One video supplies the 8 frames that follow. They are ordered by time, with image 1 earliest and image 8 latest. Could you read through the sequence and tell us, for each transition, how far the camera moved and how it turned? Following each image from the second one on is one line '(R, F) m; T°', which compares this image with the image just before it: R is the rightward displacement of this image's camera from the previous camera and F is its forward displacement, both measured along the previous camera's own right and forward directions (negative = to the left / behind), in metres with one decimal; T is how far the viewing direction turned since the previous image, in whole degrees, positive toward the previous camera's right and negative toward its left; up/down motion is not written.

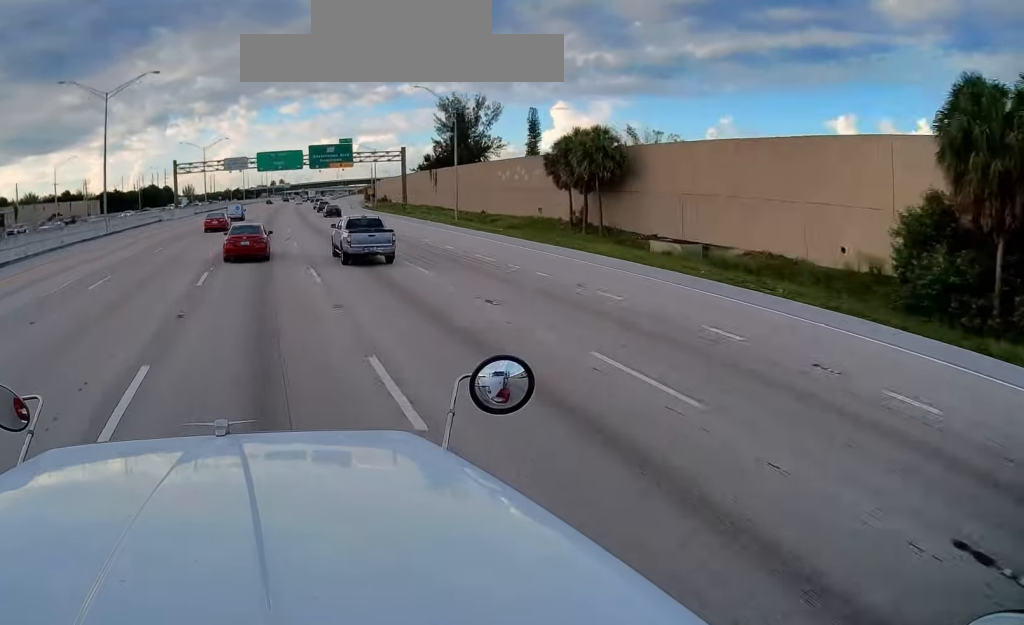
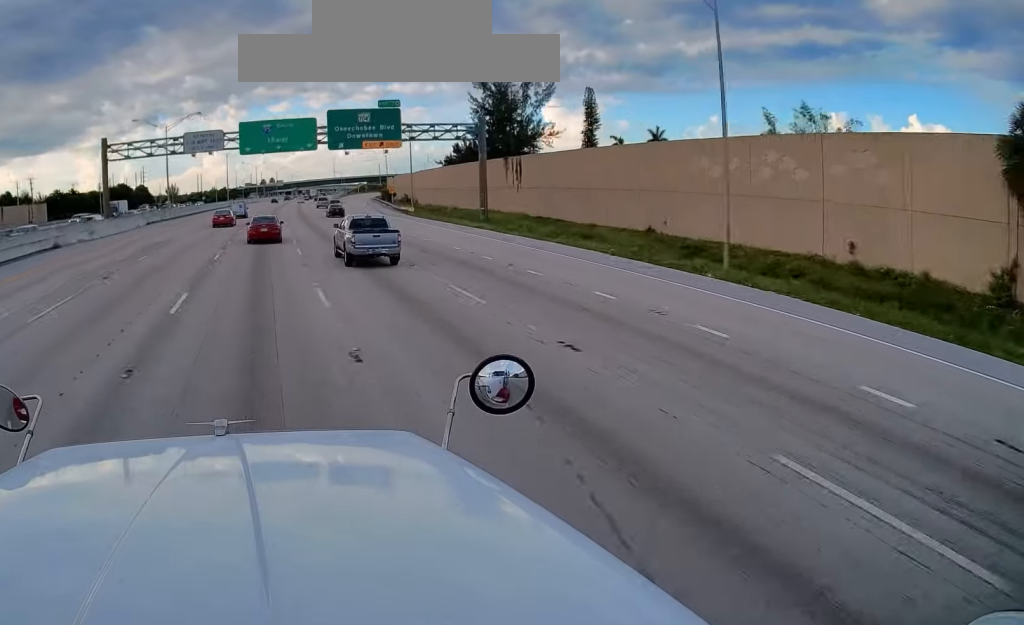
(+0.5, +40.6) m; +1°
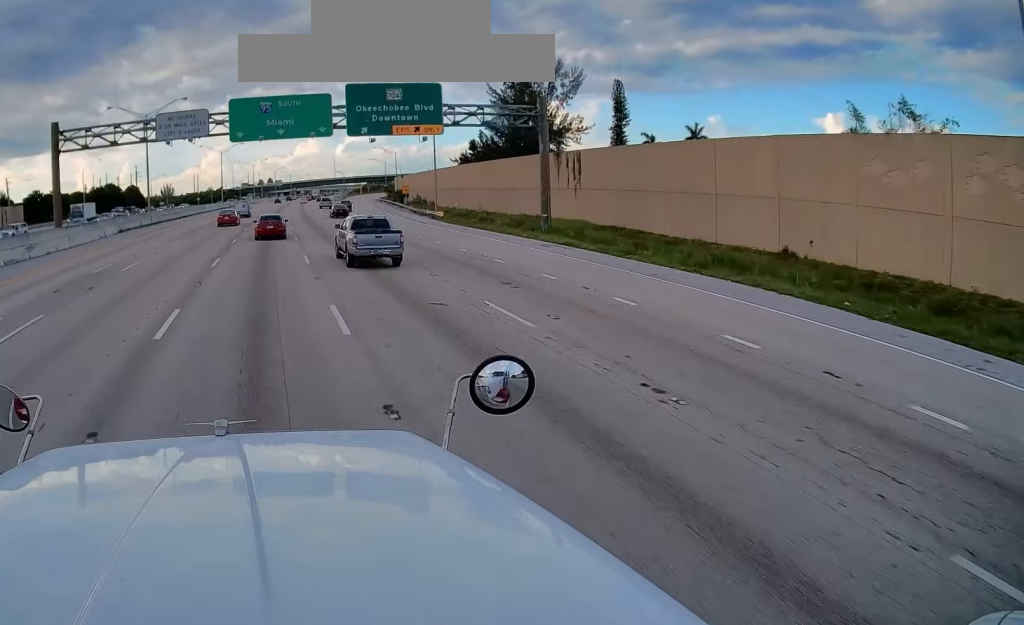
(-0.2, +15.9) m; 0°
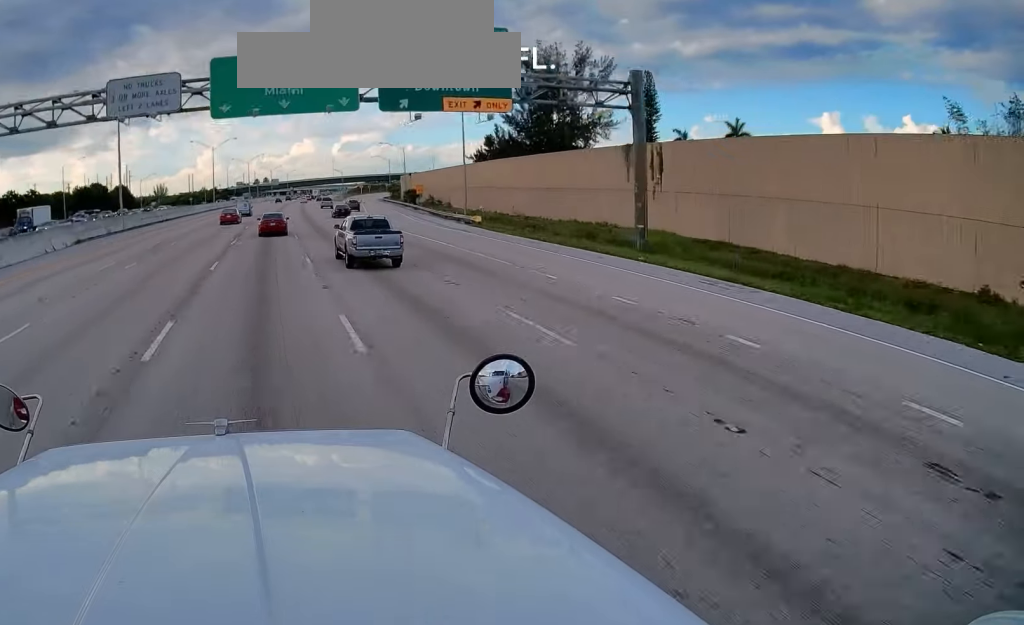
(+0.3, +13.8) m; 0°
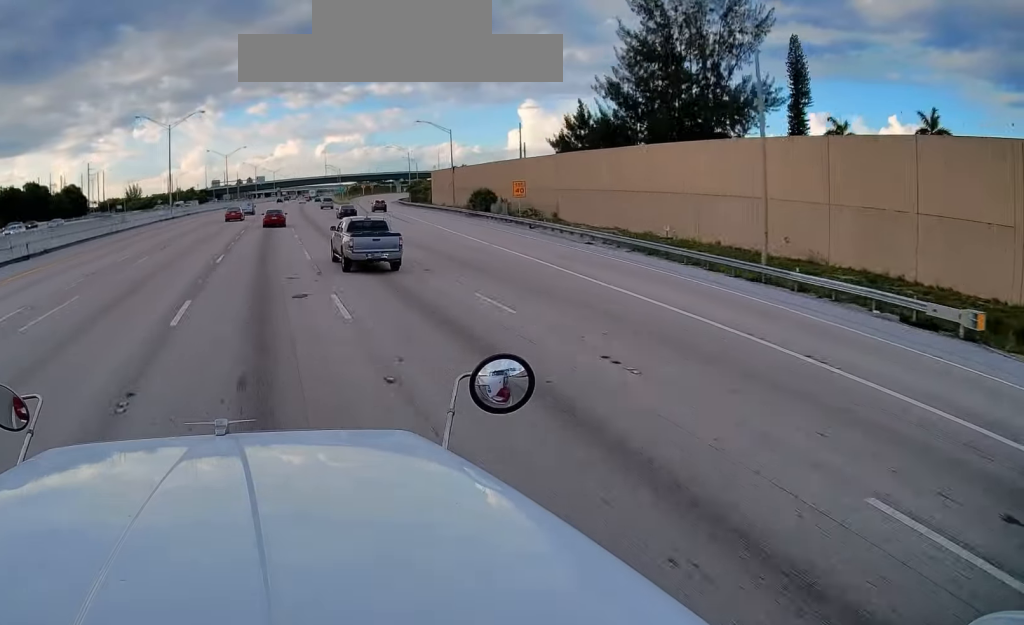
(0.0, +46.1) m; +1°
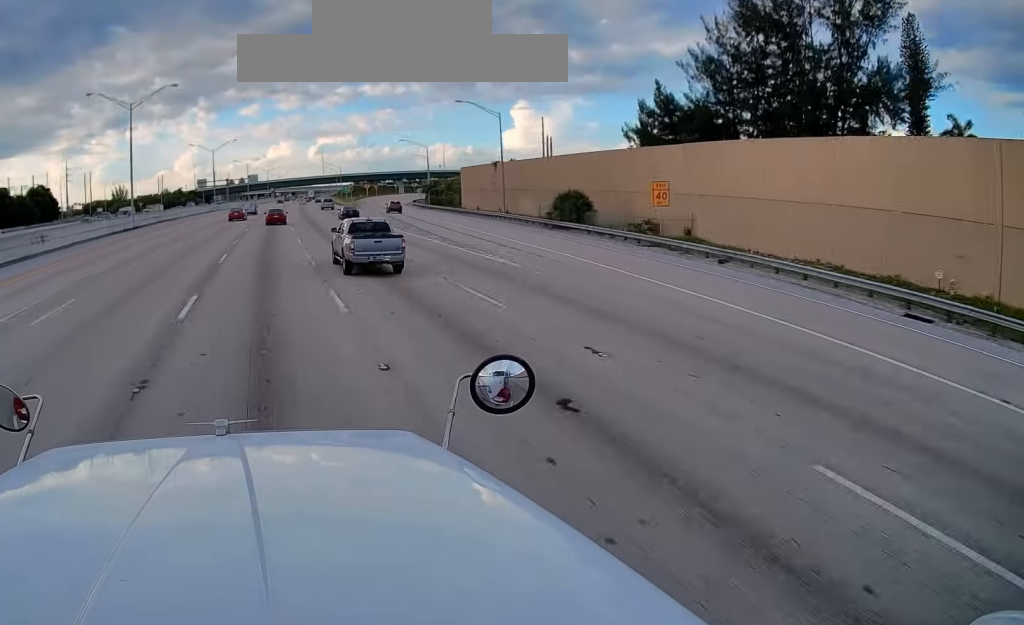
(+0.6, +23.5) m; +1°
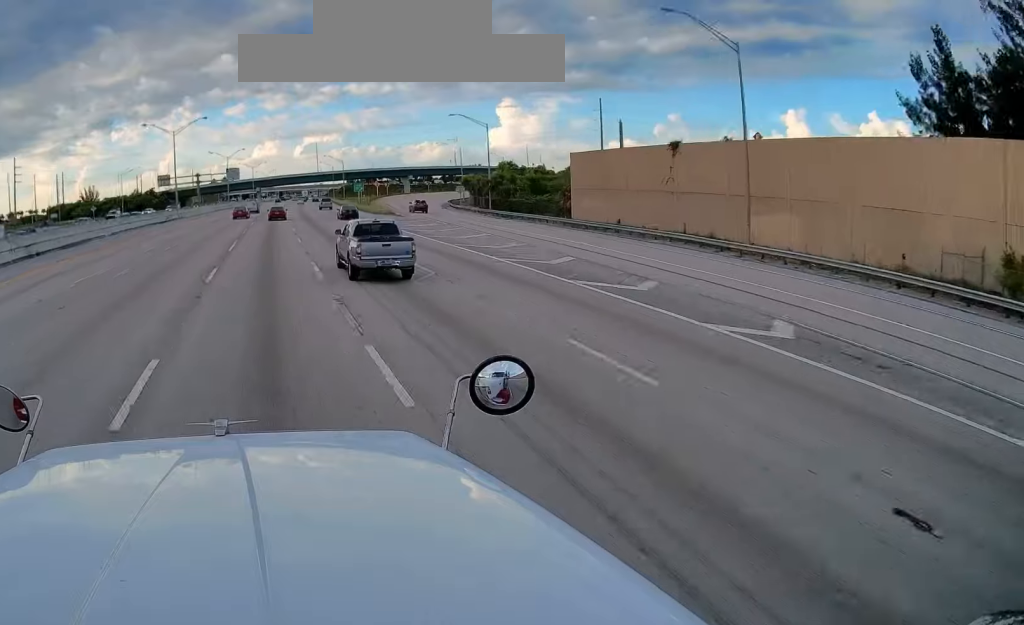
(+0.3, +42.1) m; +1°
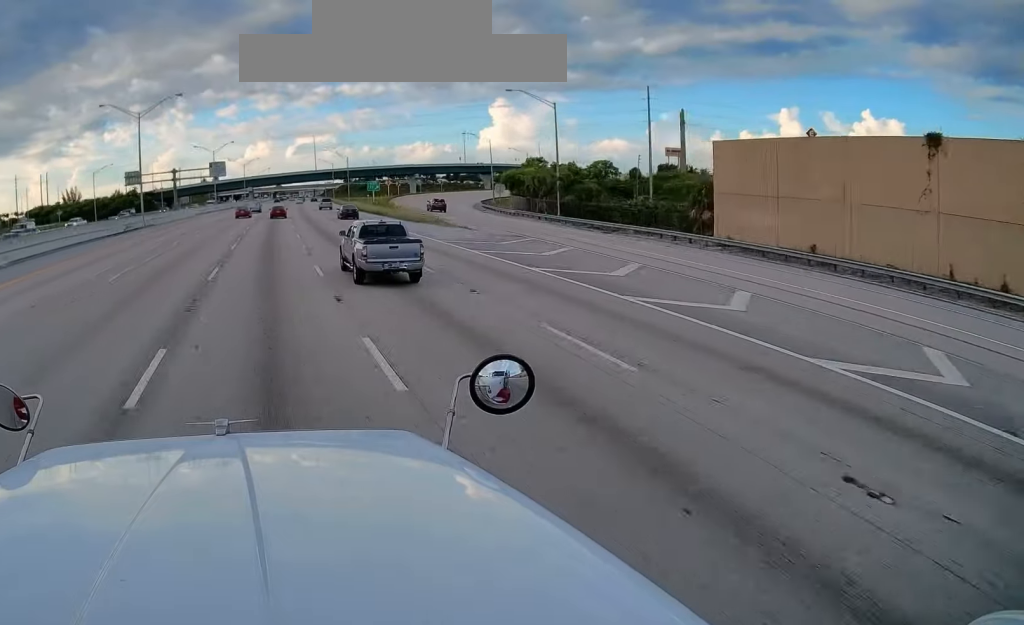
(+0.1, +23.6) m; +1°
